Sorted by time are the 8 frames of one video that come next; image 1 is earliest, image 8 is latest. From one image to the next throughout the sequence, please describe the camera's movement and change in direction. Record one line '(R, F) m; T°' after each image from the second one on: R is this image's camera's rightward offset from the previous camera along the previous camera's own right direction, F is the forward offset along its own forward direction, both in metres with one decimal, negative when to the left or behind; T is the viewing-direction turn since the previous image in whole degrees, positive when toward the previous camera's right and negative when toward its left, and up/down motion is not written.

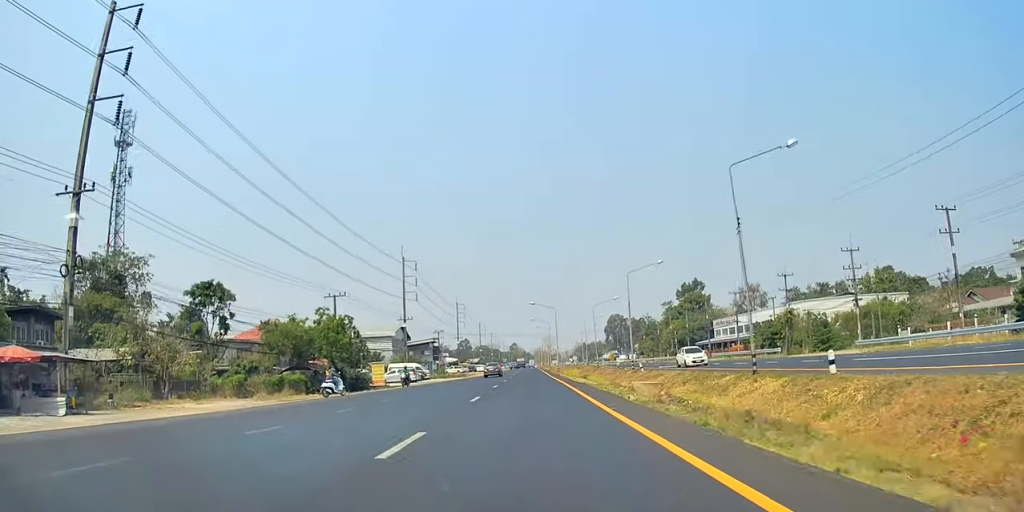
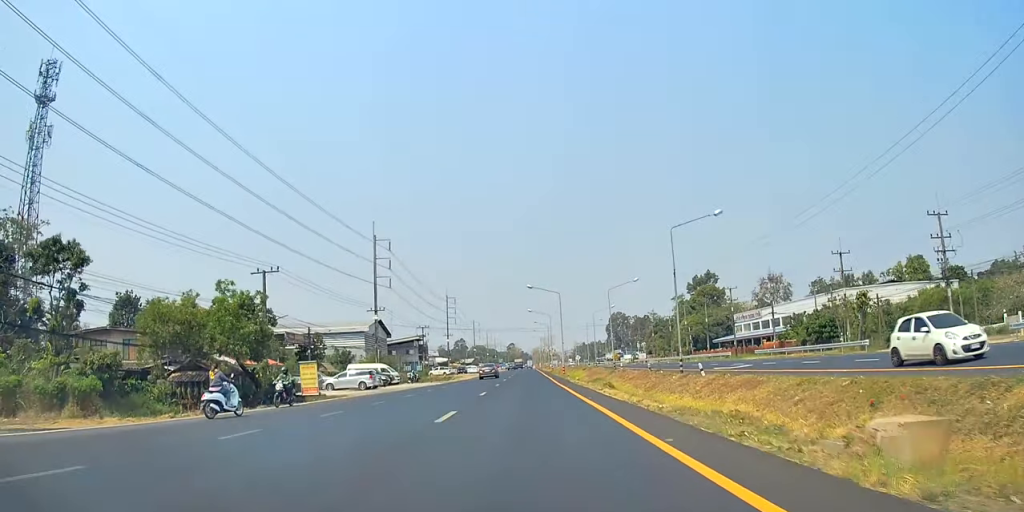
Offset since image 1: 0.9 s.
(+0.1, +19.0) m; 0°
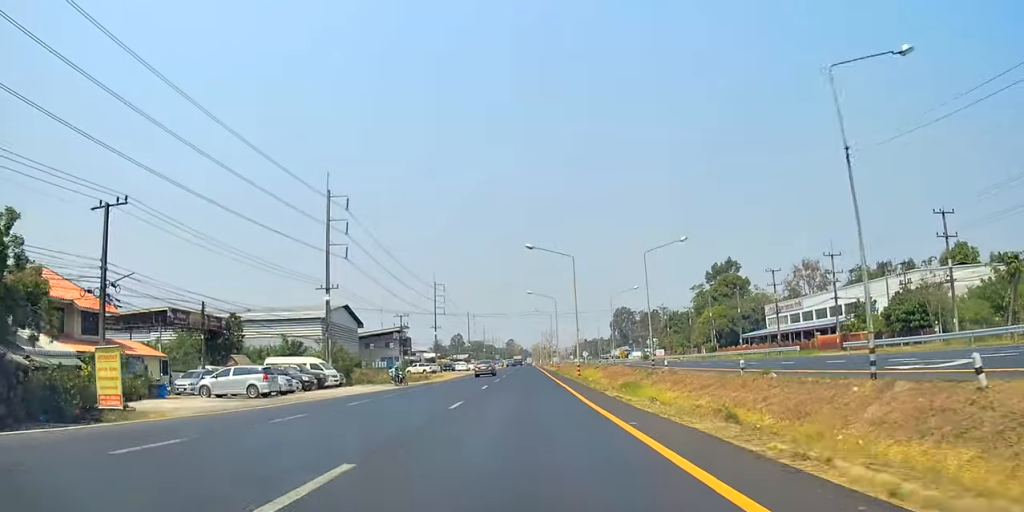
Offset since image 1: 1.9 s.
(0.0, +21.1) m; 0°
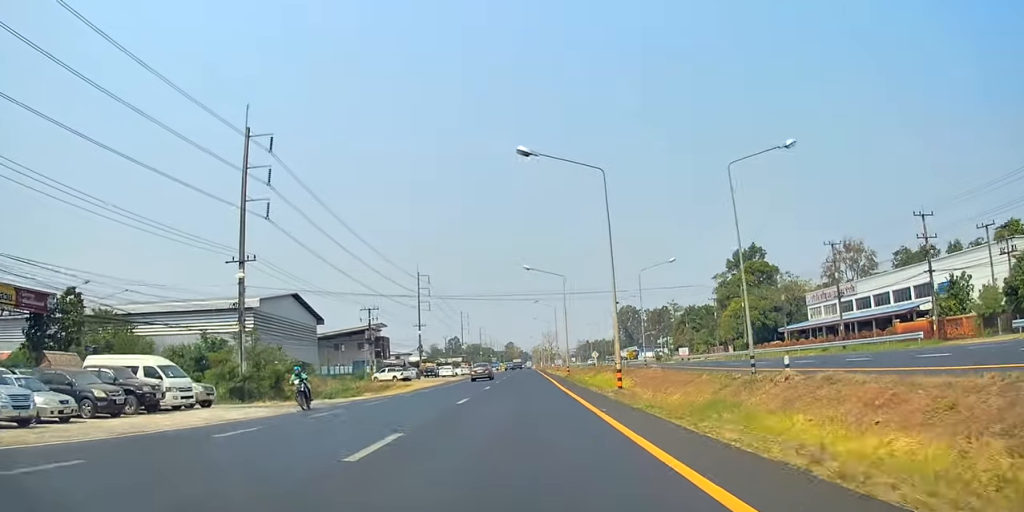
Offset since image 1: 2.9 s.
(+0.1, +20.3) m; 0°
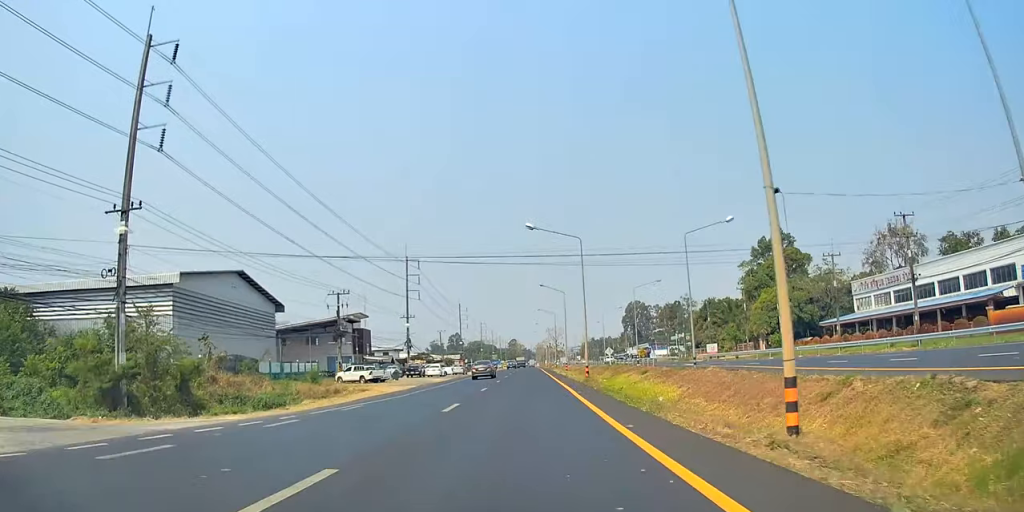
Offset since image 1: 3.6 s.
(0.0, +15.0) m; 0°
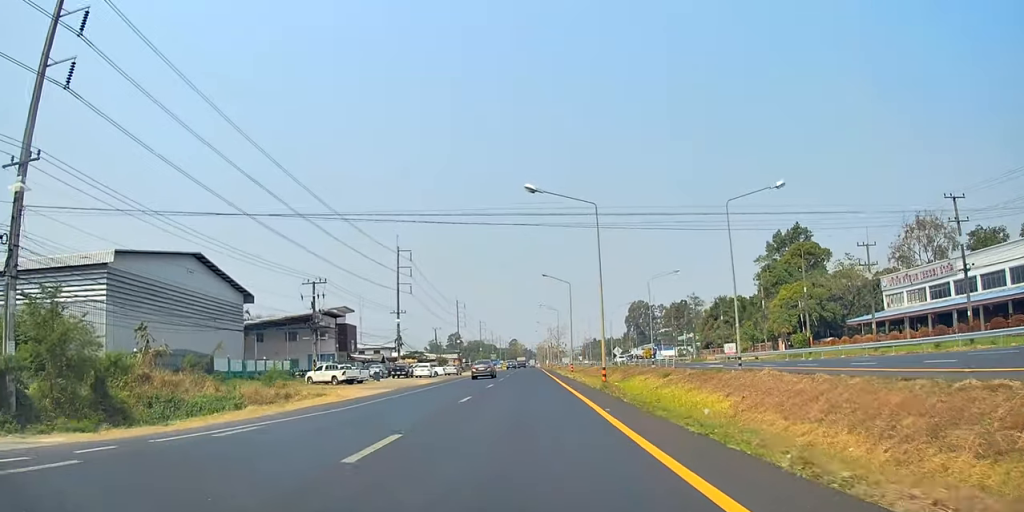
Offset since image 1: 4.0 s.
(-0.1, +8.8) m; 0°
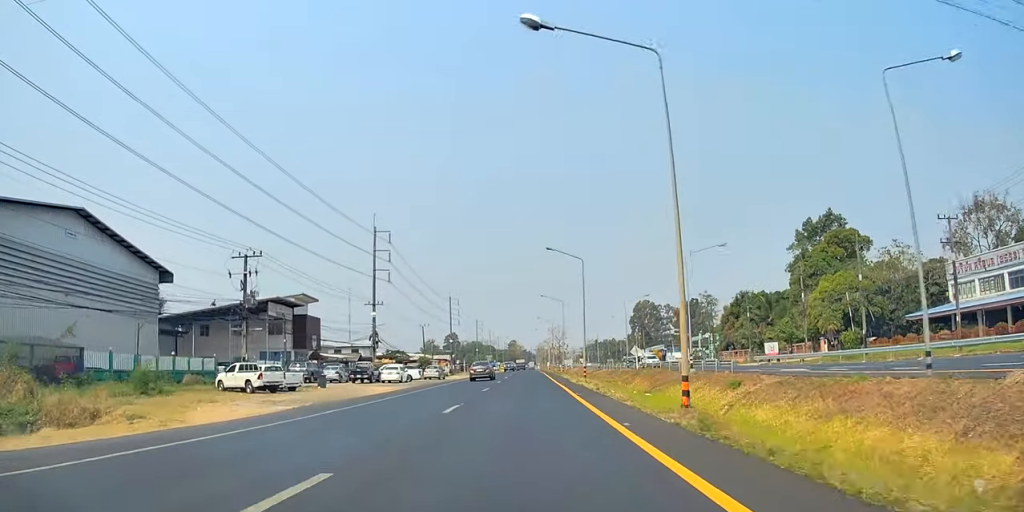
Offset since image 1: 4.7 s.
(0.0, +15.1) m; 0°
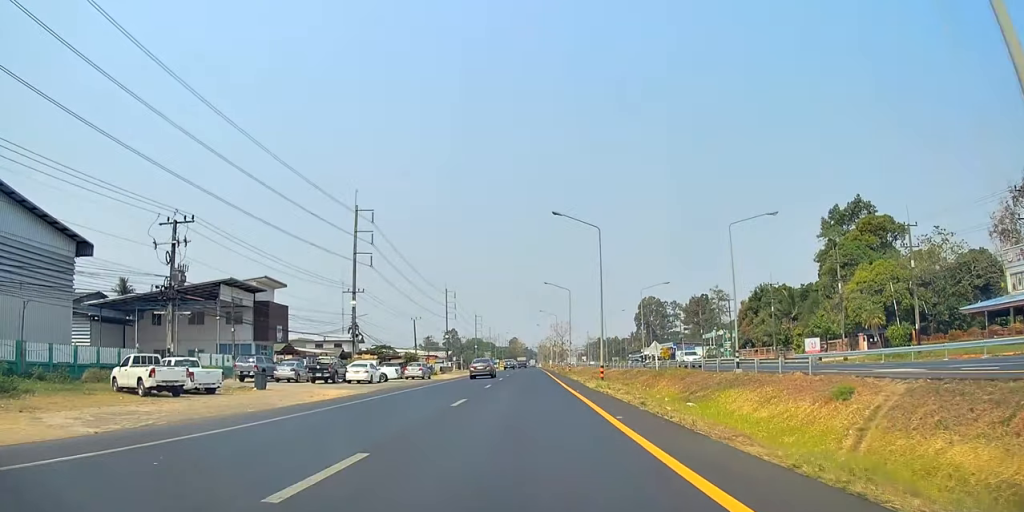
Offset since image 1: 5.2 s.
(0.0, +10.9) m; 0°
